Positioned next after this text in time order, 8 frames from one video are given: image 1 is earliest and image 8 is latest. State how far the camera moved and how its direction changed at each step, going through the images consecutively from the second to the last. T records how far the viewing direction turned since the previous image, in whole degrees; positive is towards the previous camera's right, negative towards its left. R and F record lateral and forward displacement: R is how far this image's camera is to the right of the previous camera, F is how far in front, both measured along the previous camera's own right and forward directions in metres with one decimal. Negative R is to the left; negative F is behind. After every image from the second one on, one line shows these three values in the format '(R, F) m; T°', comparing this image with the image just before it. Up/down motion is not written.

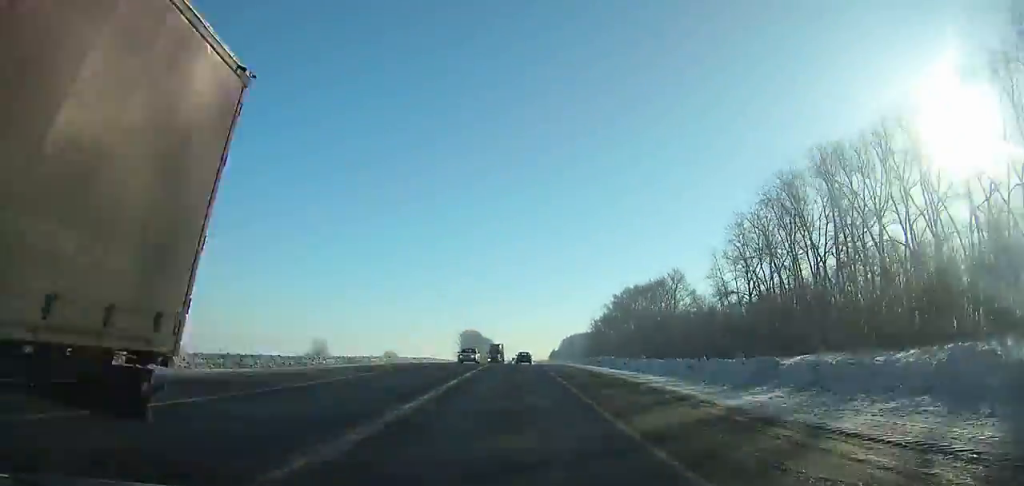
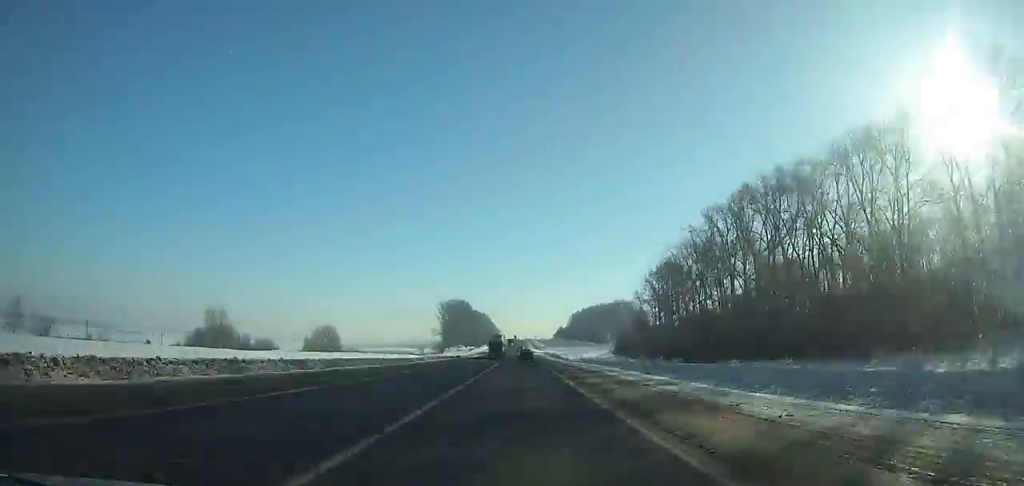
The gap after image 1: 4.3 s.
(-0.3, +113.8) m; 0°
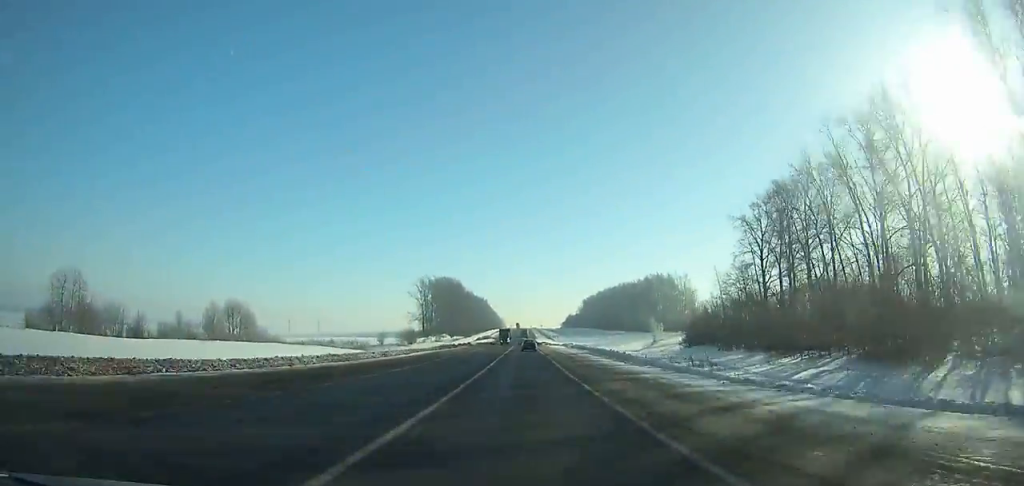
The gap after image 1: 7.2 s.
(+0.1, +76.6) m; 0°
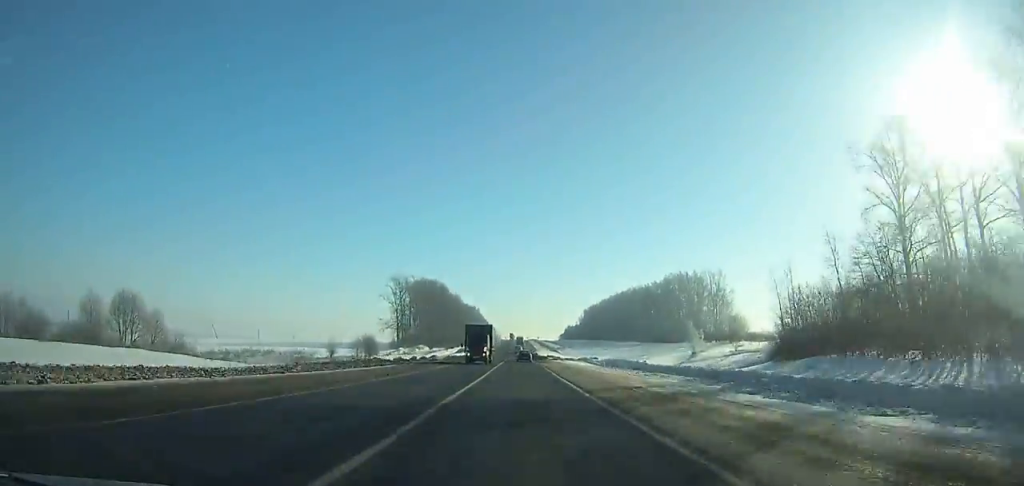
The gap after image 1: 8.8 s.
(0.0, +42.4) m; 0°
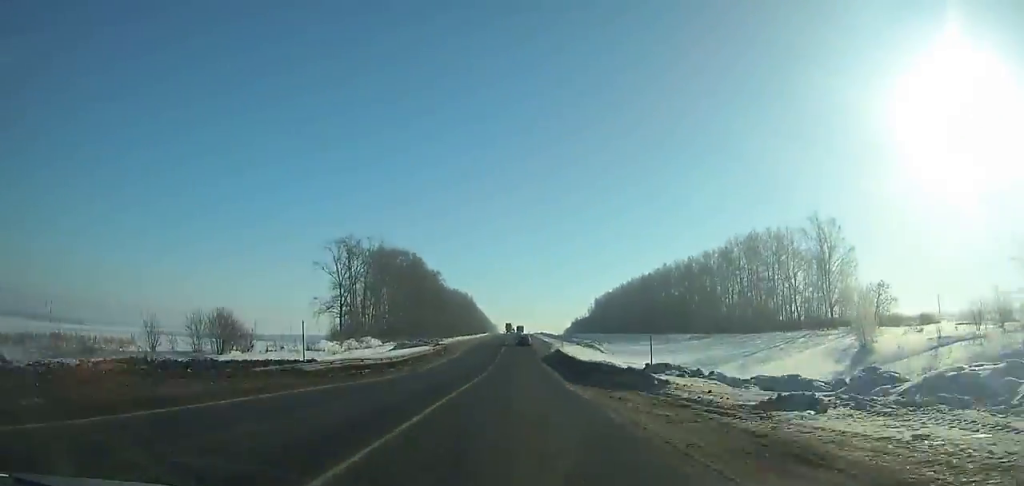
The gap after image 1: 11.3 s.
(-0.1, +66.3) m; 0°
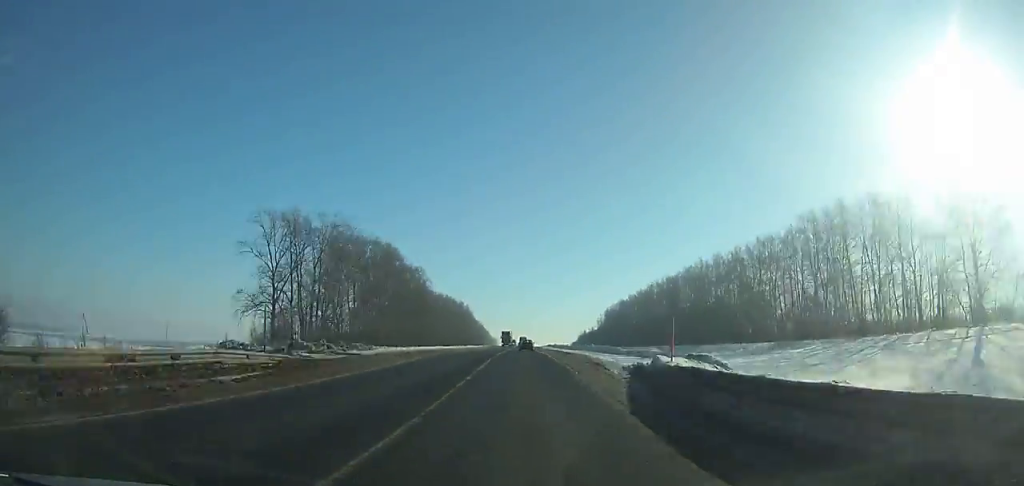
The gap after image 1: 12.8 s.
(0.0, +39.8) m; 0°
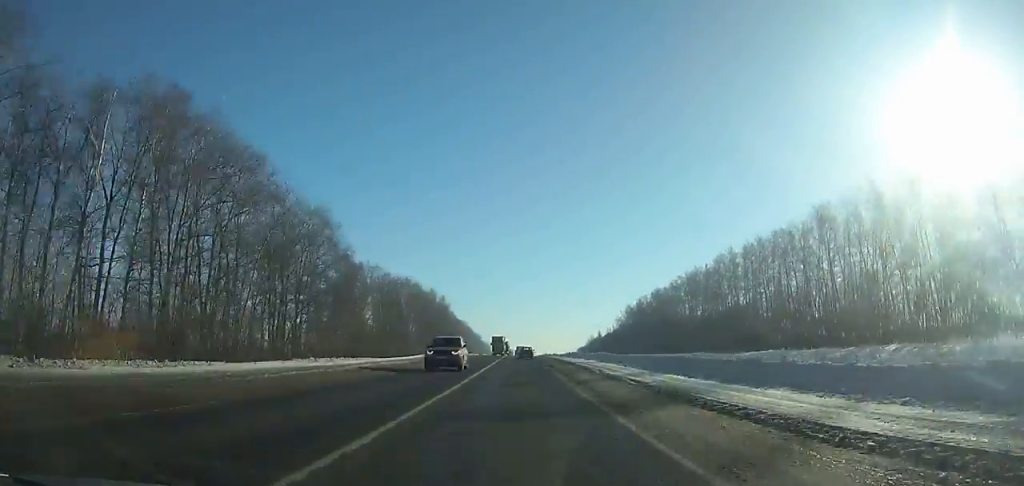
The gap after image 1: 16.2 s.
(+0.2, +90.1) m; 0°
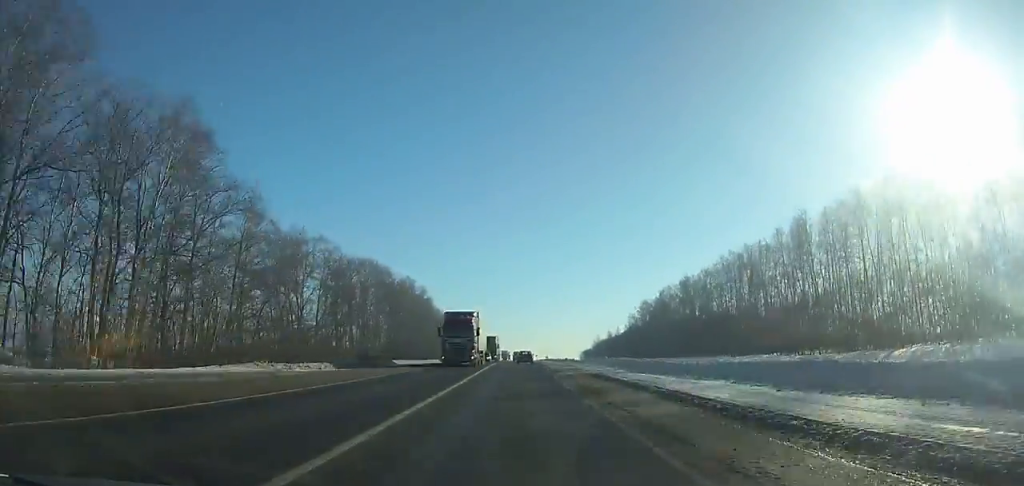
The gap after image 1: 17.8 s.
(-0.1, +42.0) m; 0°
